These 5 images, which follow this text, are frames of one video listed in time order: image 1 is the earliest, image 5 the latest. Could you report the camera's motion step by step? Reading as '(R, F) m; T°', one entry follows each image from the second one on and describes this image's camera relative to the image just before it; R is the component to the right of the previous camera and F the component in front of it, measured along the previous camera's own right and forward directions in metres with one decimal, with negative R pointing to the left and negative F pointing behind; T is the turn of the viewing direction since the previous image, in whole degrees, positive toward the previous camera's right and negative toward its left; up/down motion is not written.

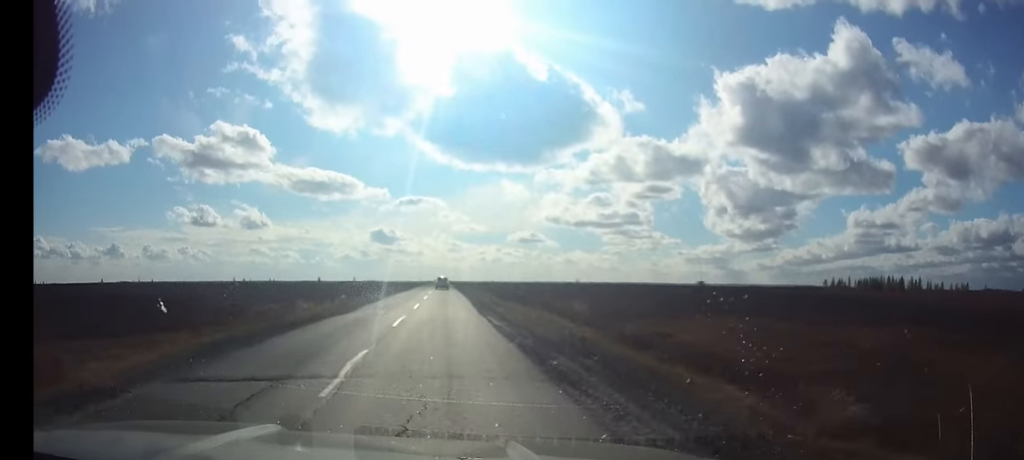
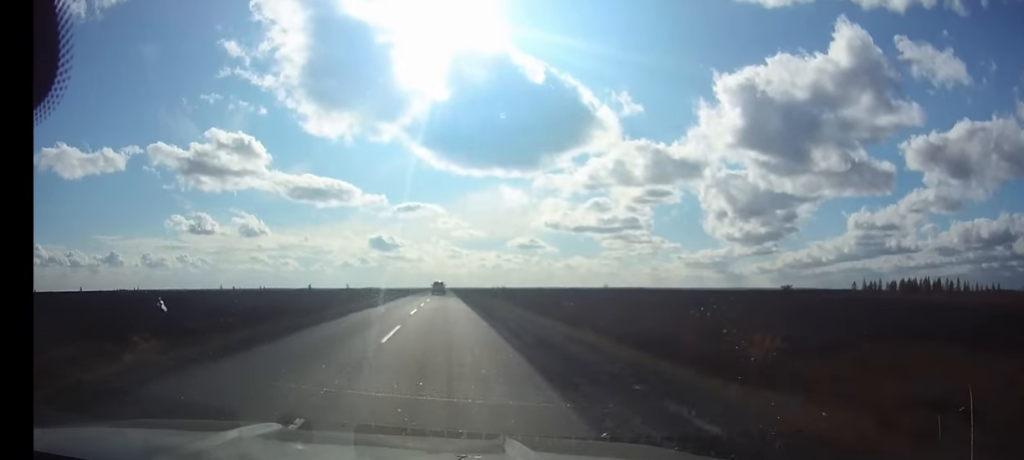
(0.0, +27.1) m; 0°
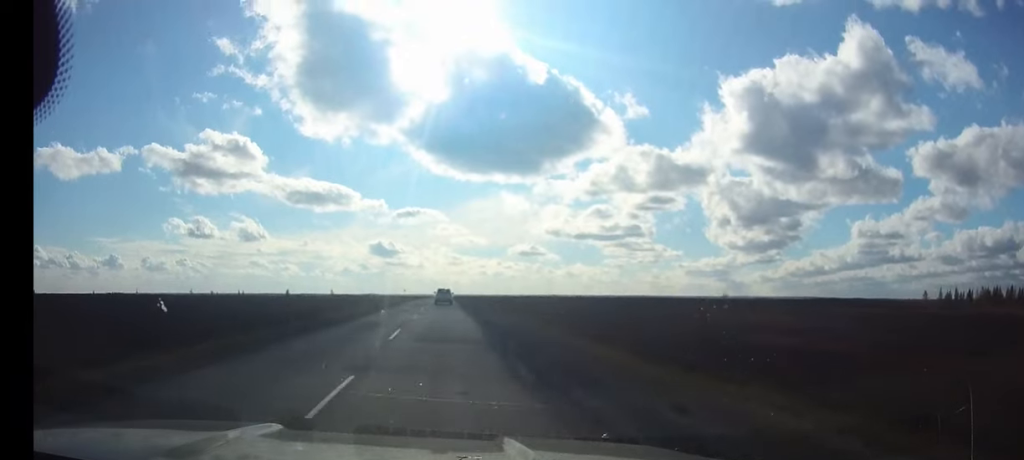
(+0.1, +51.1) m; 0°
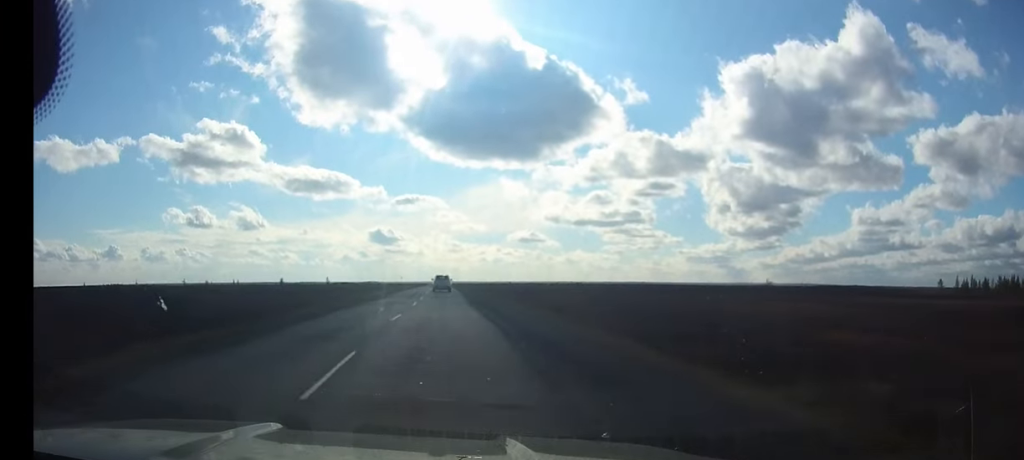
(0.0, +10.4) m; 0°
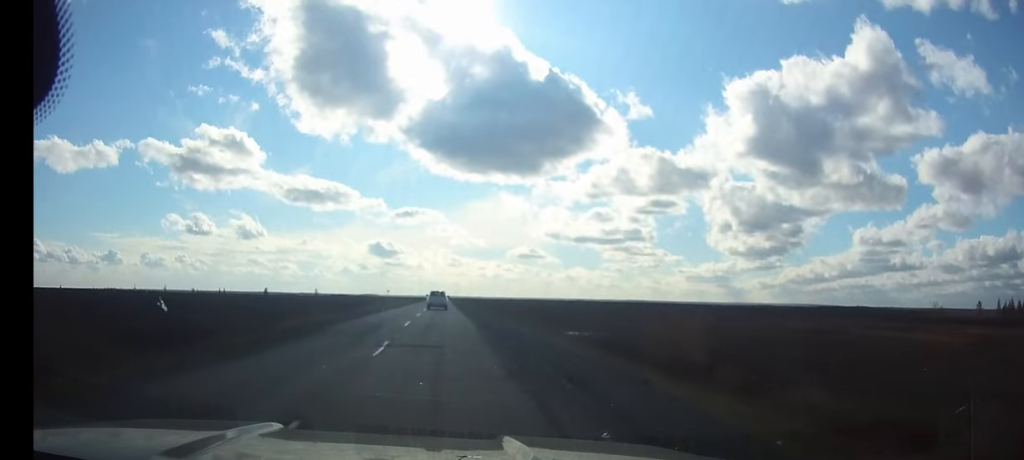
(0.0, +25.5) m; 0°
